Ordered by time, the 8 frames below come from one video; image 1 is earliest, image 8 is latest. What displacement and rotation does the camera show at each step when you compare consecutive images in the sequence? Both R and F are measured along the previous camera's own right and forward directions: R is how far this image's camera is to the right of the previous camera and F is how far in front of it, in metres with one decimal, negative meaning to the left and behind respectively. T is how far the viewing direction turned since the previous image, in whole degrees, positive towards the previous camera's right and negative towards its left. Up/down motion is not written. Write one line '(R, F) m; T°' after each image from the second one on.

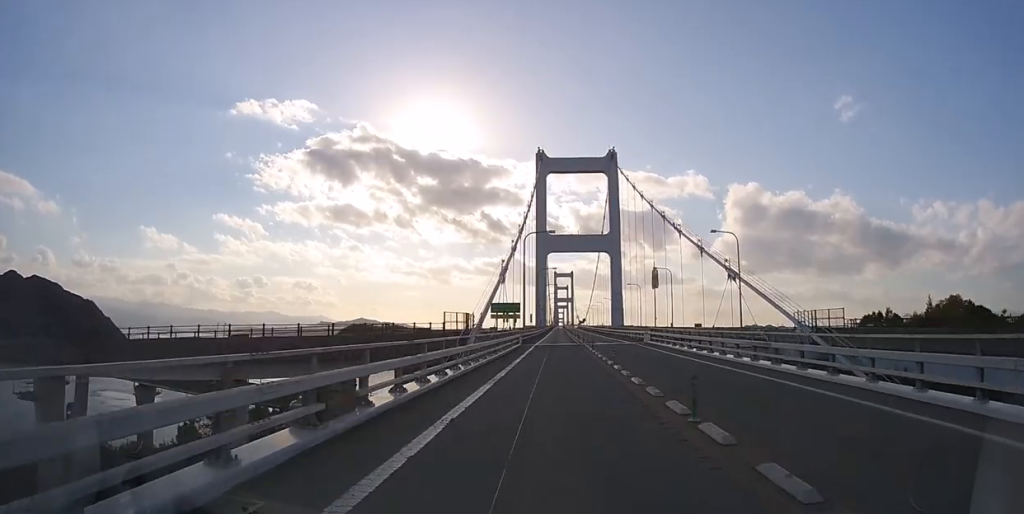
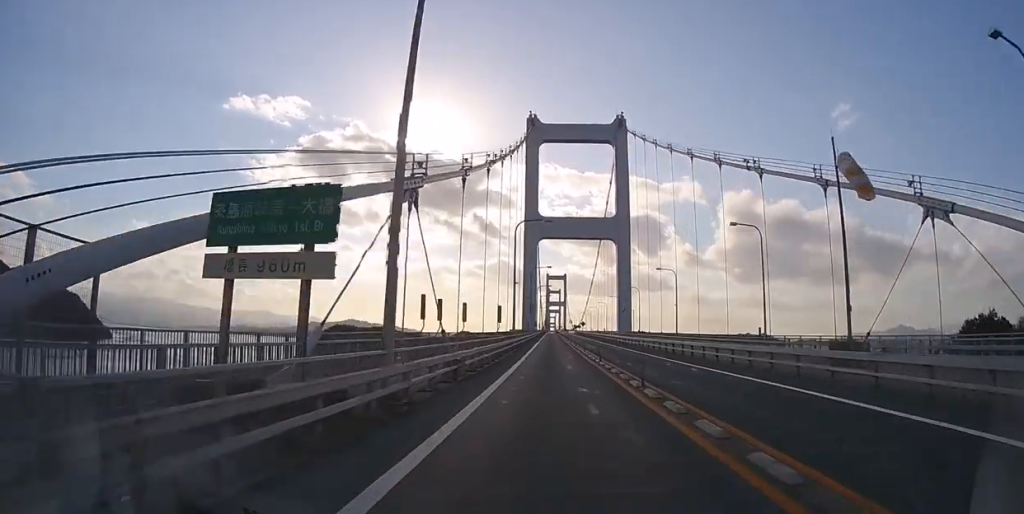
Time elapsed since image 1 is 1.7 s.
(+0.1, +35.8) m; +1°
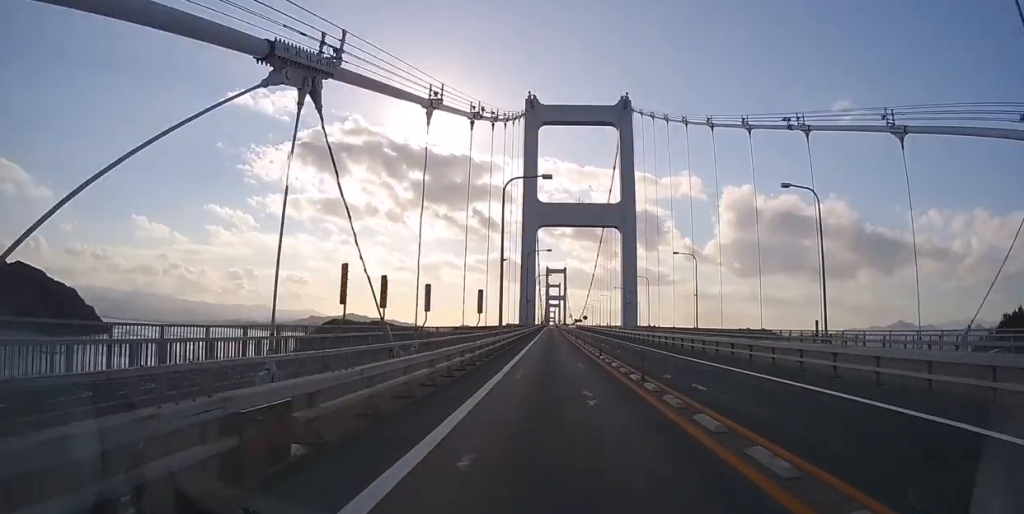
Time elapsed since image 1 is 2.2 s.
(0.0, +9.6) m; 0°
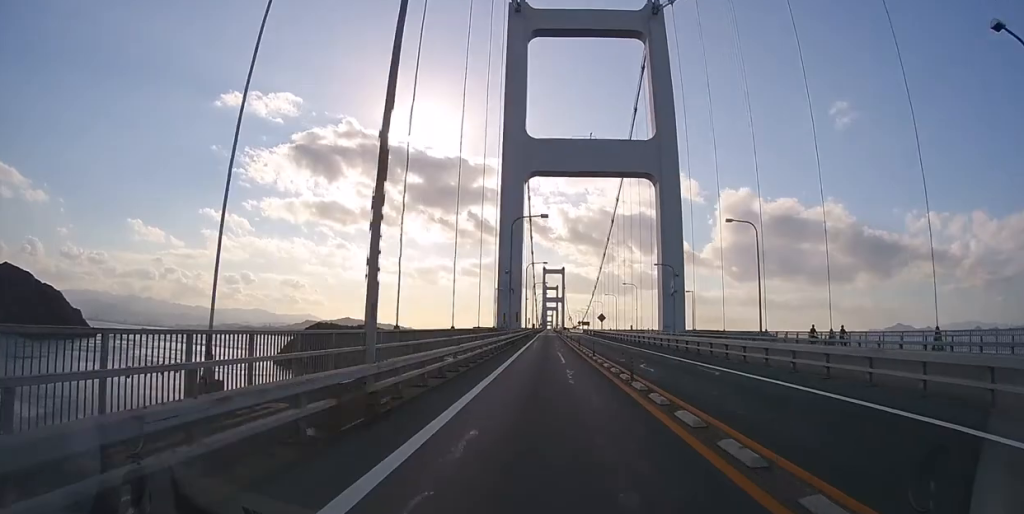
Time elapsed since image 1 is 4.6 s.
(+0.4, +49.4) m; +1°
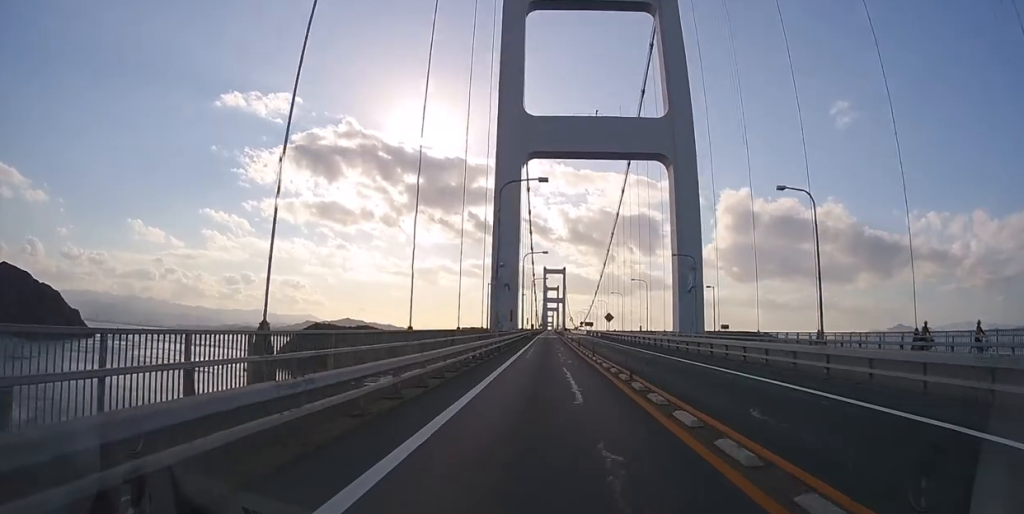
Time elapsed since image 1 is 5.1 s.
(0.0, +10.3) m; 0°
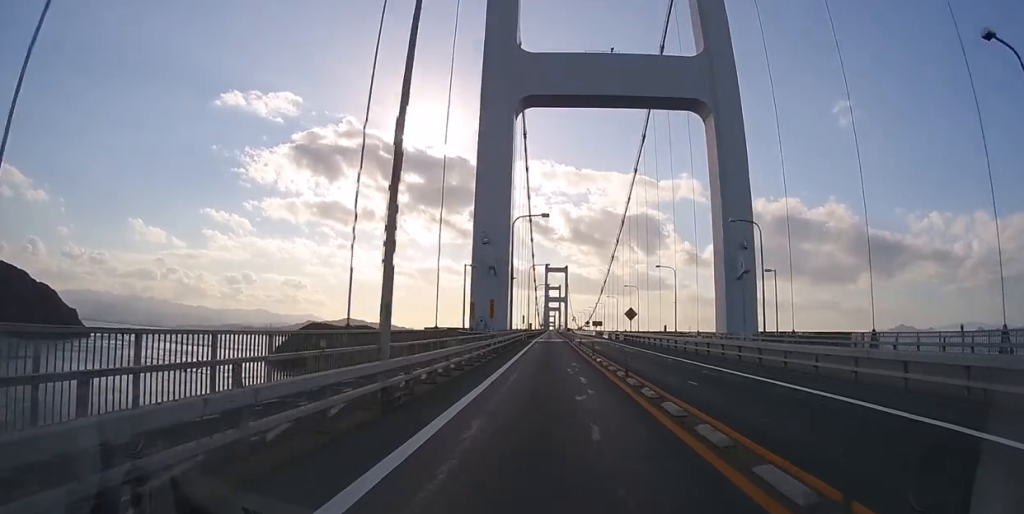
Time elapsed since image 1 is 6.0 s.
(0.0, +18.5) m; 0°
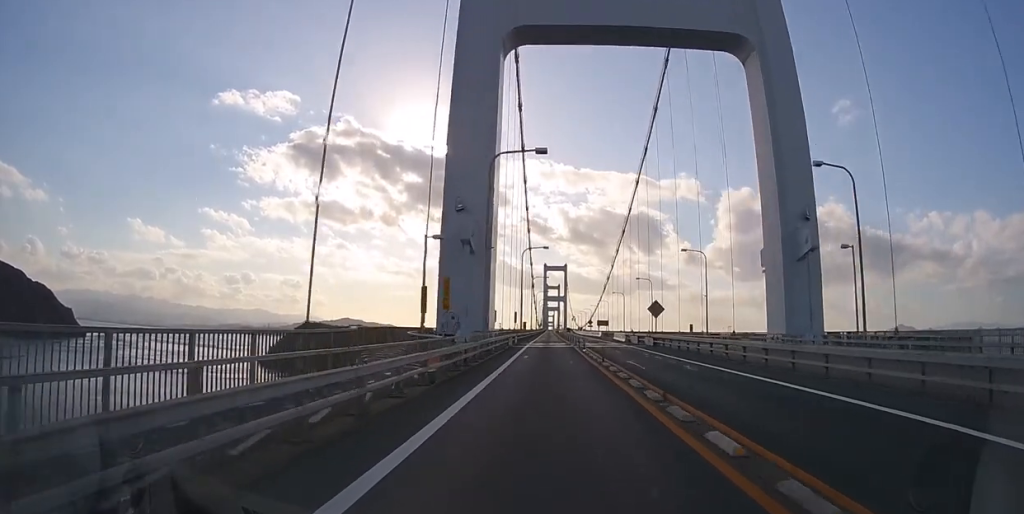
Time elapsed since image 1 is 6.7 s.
(0.0, +14.4) m; 0°
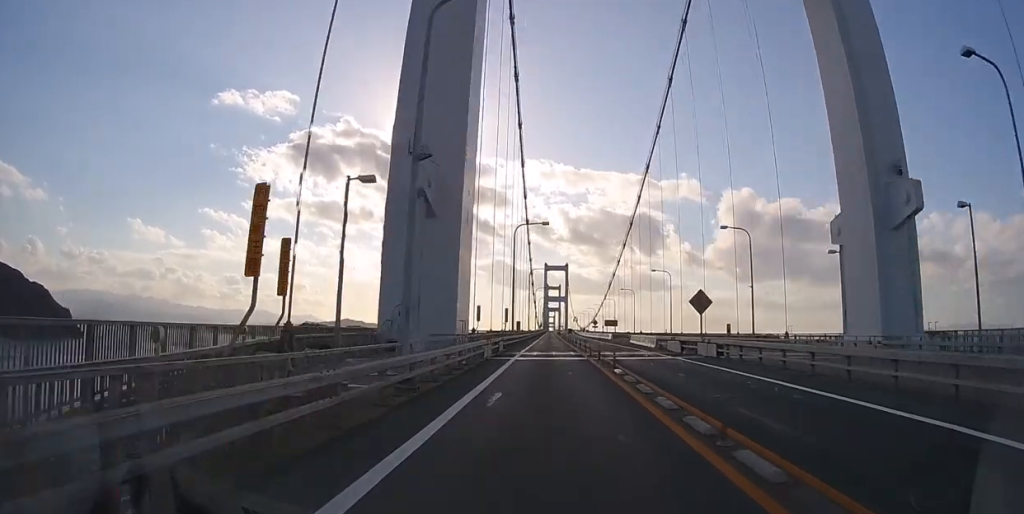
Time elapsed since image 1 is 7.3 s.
(0.0, +13.0) m; 0°
